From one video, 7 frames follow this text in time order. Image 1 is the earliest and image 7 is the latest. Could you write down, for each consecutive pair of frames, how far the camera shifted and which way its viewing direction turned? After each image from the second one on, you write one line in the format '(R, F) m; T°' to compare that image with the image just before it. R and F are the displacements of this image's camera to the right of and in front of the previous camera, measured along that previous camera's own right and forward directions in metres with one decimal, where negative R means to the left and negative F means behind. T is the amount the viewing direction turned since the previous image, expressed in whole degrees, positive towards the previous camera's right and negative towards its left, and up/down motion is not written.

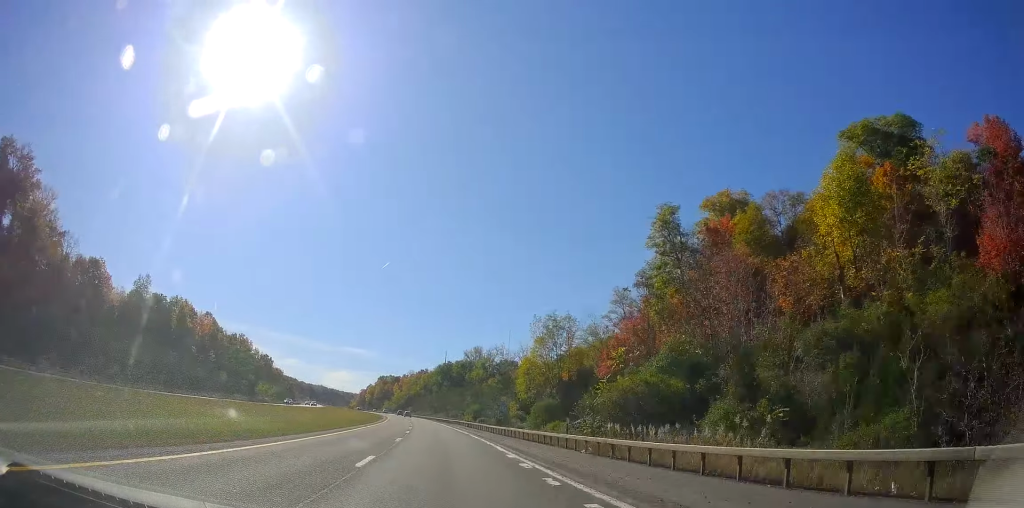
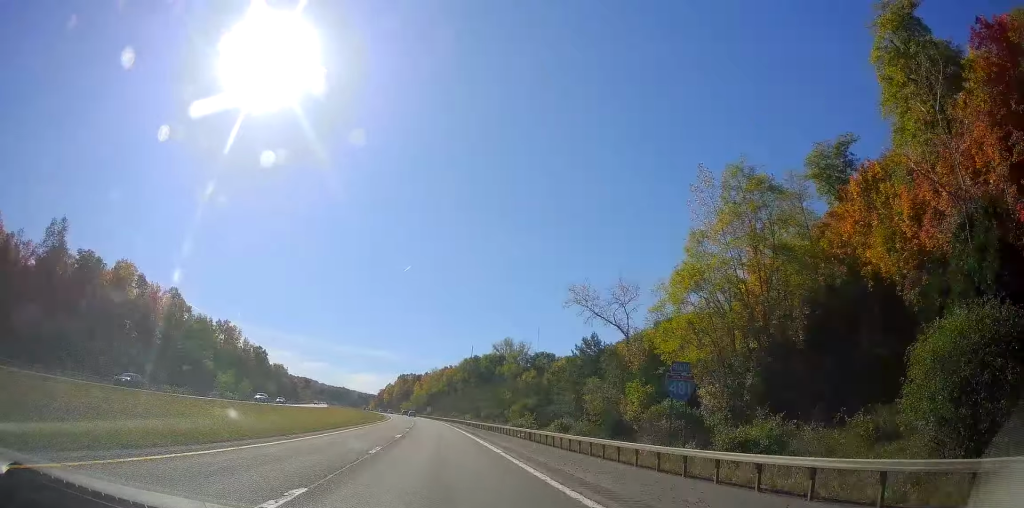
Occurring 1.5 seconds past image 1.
(-1.6, +44.4) m; -4°
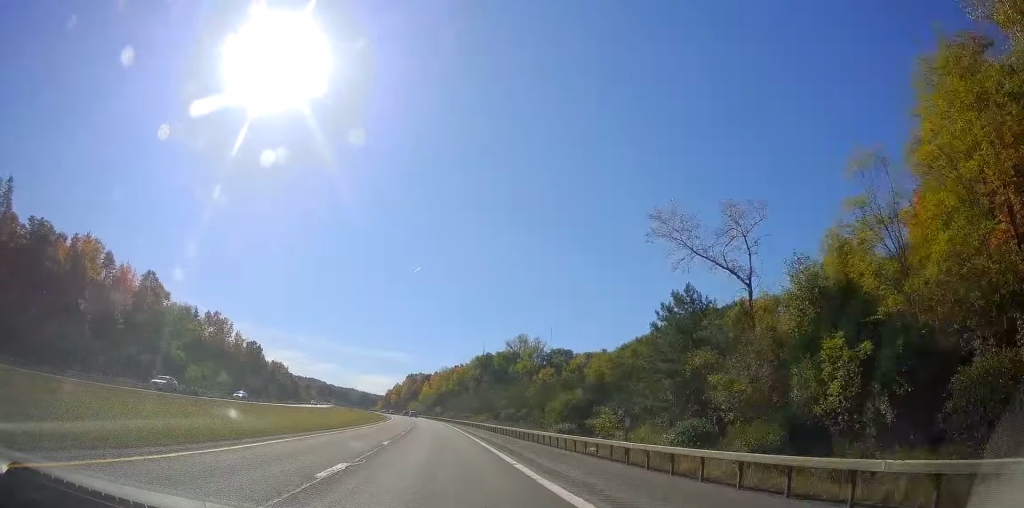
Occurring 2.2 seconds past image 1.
(-0.2, +19.3) m; -1°
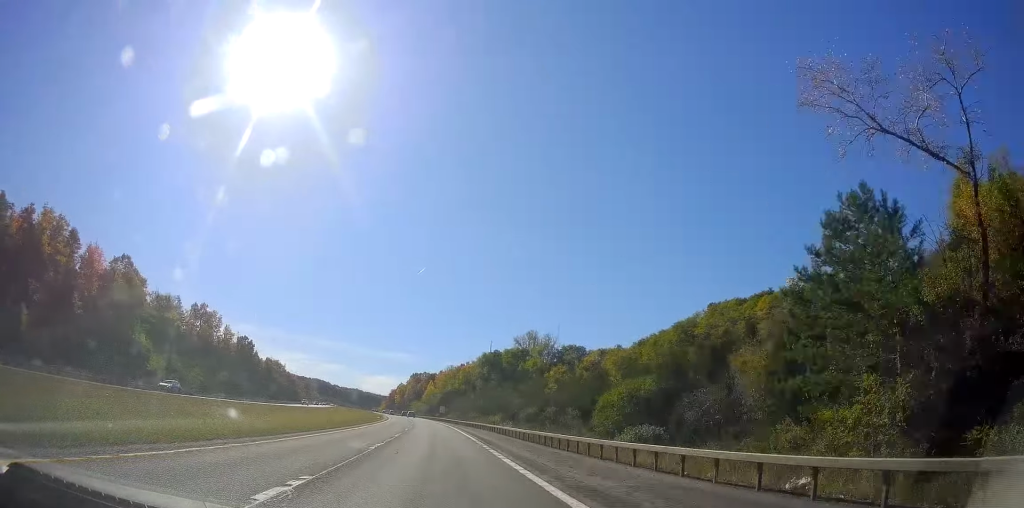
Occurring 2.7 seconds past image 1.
(-0.1, +15.4) m; 0°
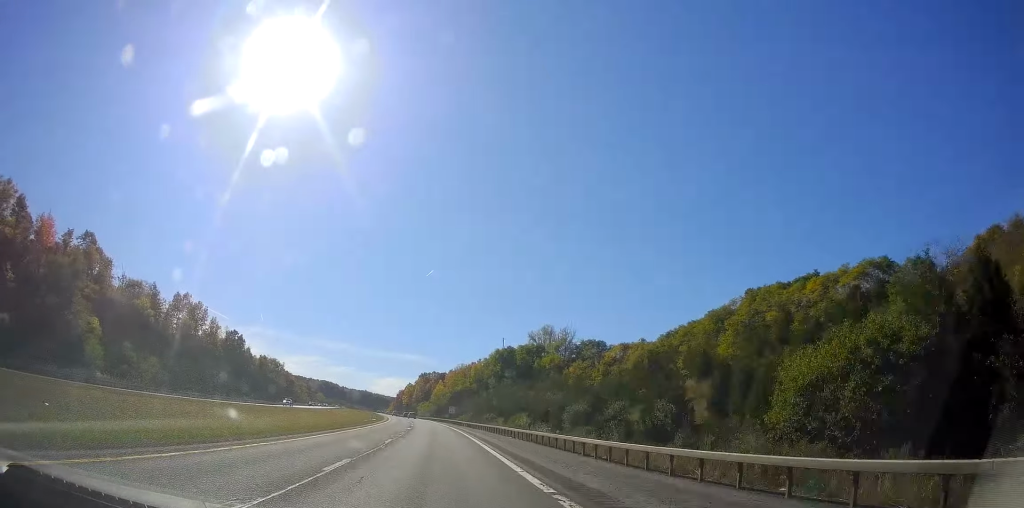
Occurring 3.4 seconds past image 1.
(-0.1, +19.3) m; -1°
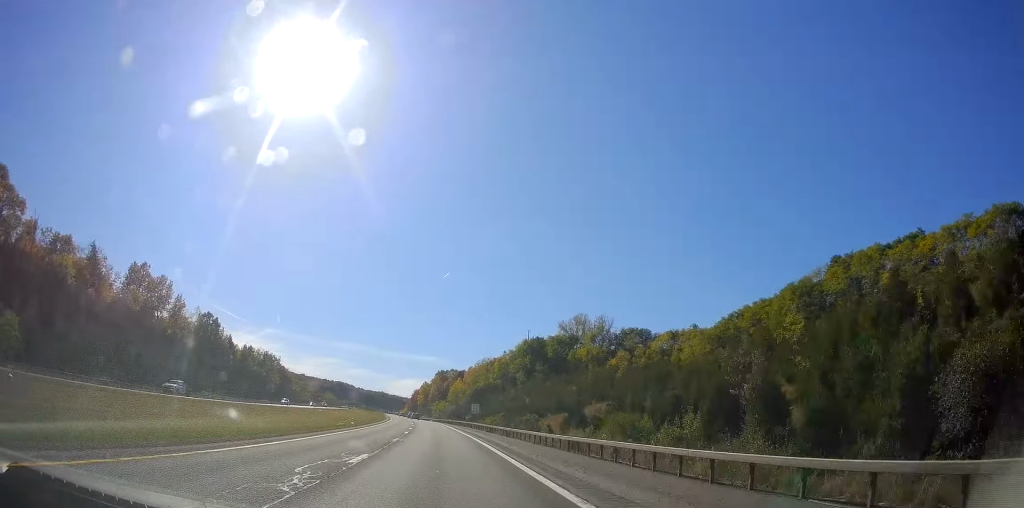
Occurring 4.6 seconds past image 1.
(-0.4, +34.8) m; -1°
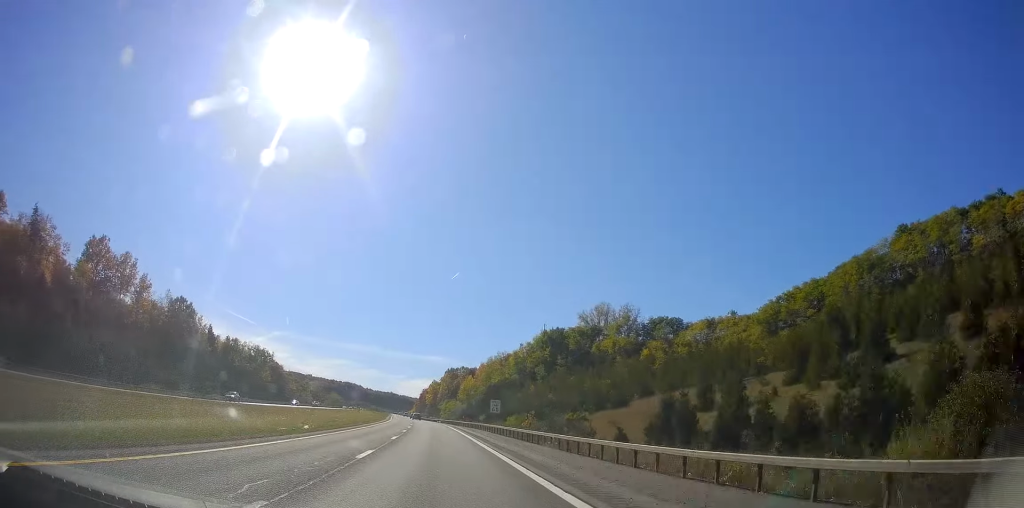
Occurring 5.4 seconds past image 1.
(-0.2, +22.3) m; -1°
